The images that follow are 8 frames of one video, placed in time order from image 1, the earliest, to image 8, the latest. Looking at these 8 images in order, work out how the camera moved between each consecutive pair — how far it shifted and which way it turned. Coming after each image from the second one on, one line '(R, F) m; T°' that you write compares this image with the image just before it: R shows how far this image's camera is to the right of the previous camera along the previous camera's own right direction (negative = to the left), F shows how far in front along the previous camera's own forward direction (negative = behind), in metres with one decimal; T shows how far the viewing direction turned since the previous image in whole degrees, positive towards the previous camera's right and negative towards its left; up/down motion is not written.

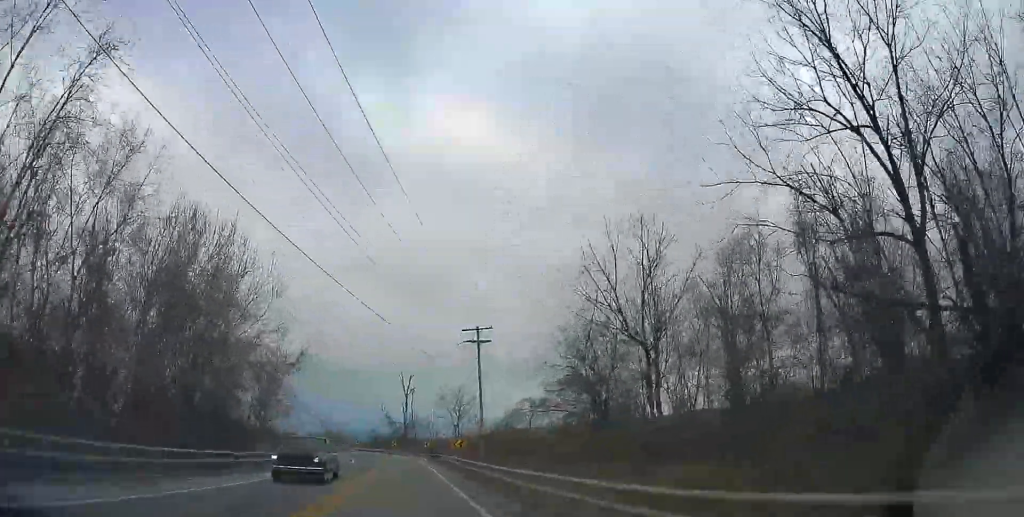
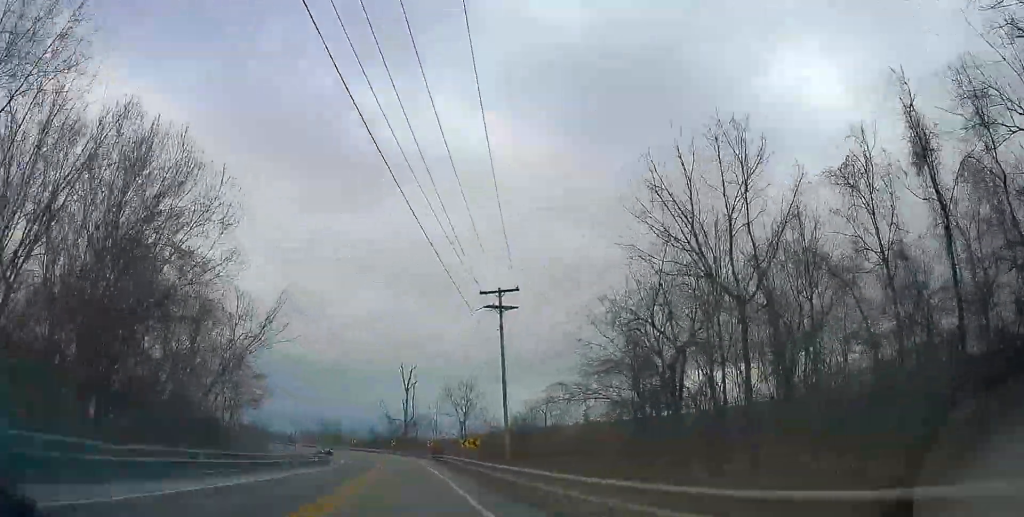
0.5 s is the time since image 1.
(-0.3, +11.3) m; 0°
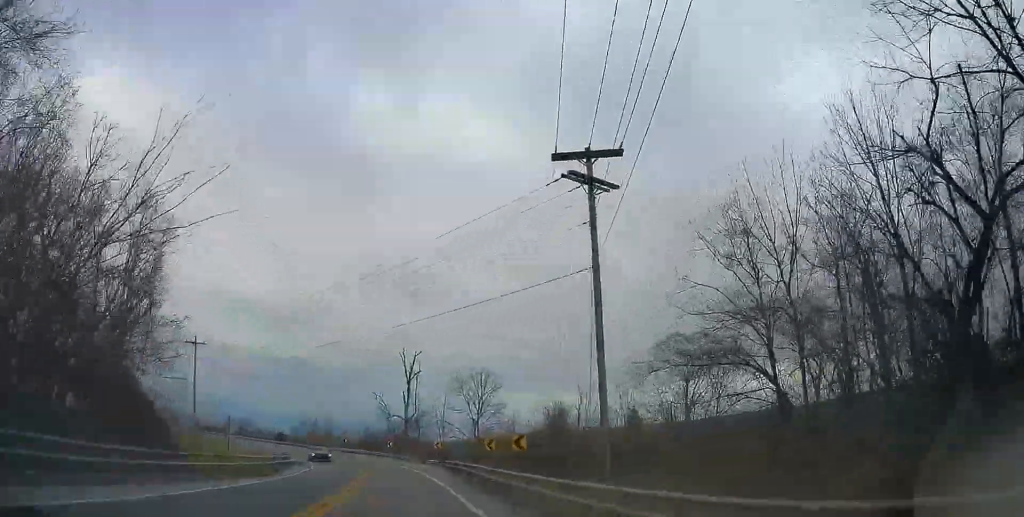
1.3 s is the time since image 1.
(-0.1, +18.1) m; -1°
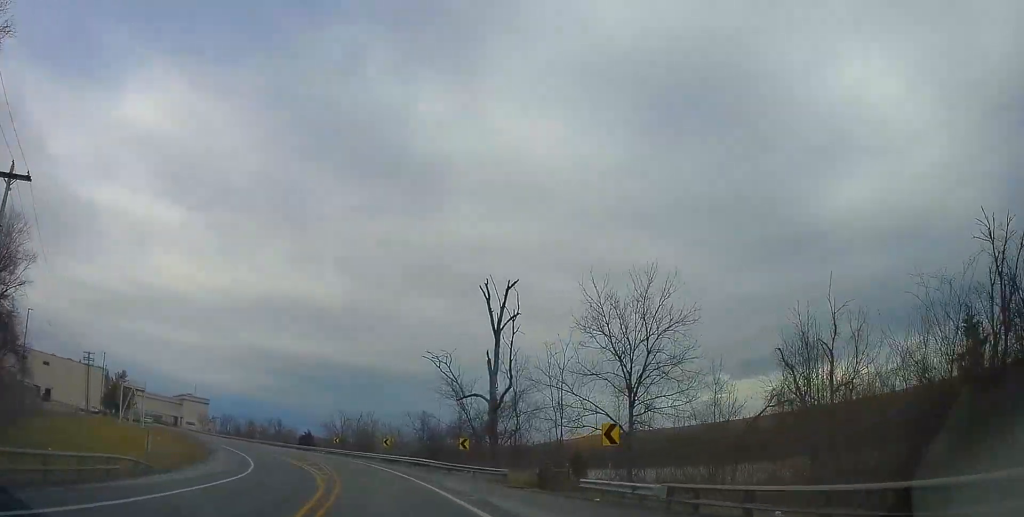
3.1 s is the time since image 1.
(-1.2, +40.7) m; -6°
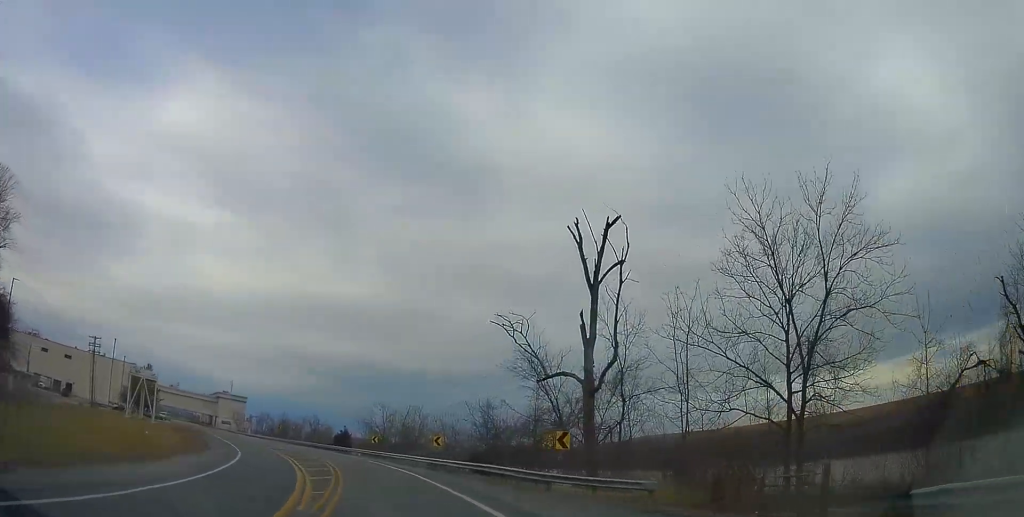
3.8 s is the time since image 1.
(-0.5, +15.1) m; -3°
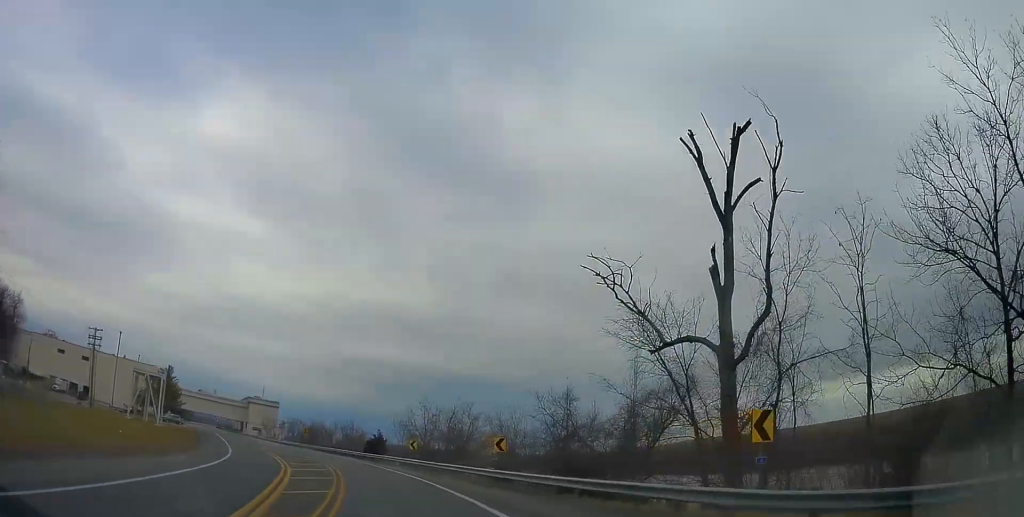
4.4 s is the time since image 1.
(-0.4, +12.7) m; -4°
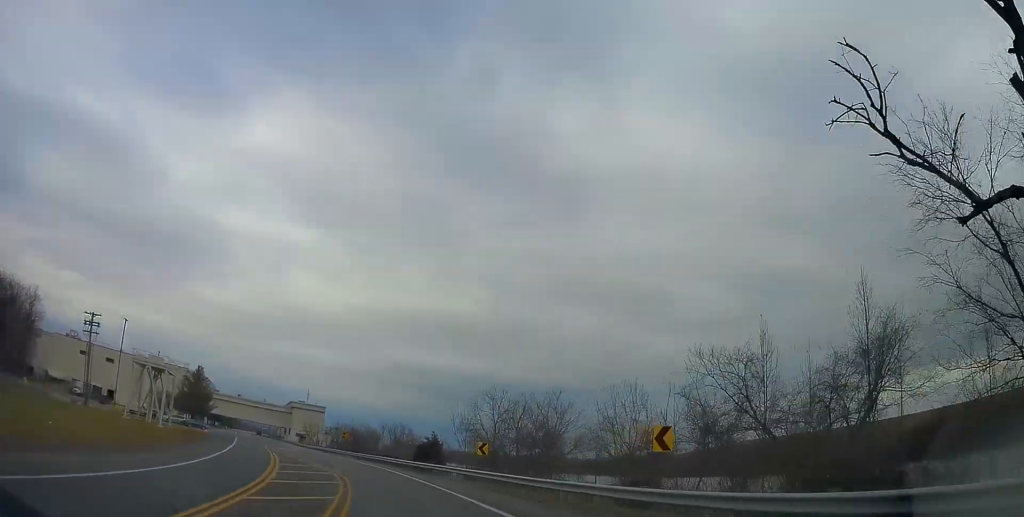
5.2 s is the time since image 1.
(-0.5, +15.4) m; -5°
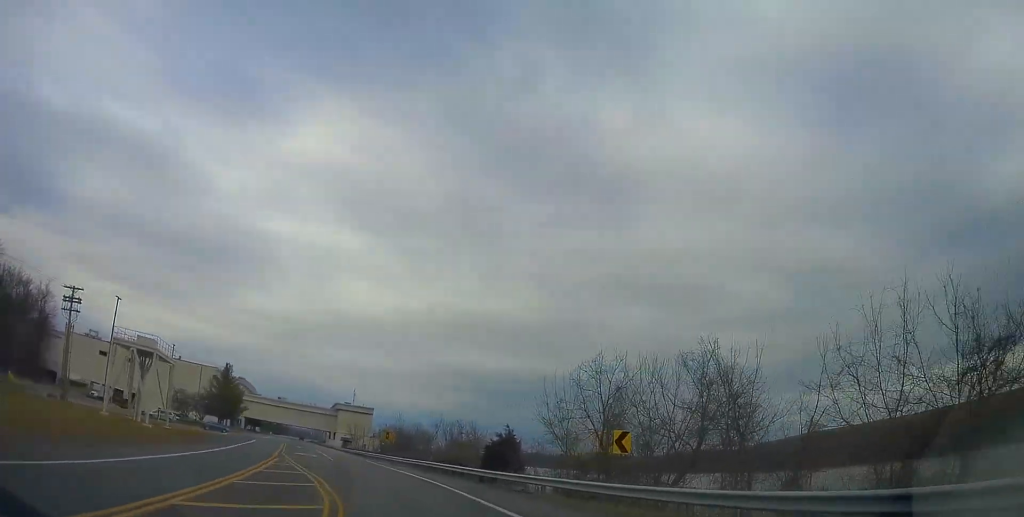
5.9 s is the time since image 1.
(-1.0, +16.0) m; -6°
